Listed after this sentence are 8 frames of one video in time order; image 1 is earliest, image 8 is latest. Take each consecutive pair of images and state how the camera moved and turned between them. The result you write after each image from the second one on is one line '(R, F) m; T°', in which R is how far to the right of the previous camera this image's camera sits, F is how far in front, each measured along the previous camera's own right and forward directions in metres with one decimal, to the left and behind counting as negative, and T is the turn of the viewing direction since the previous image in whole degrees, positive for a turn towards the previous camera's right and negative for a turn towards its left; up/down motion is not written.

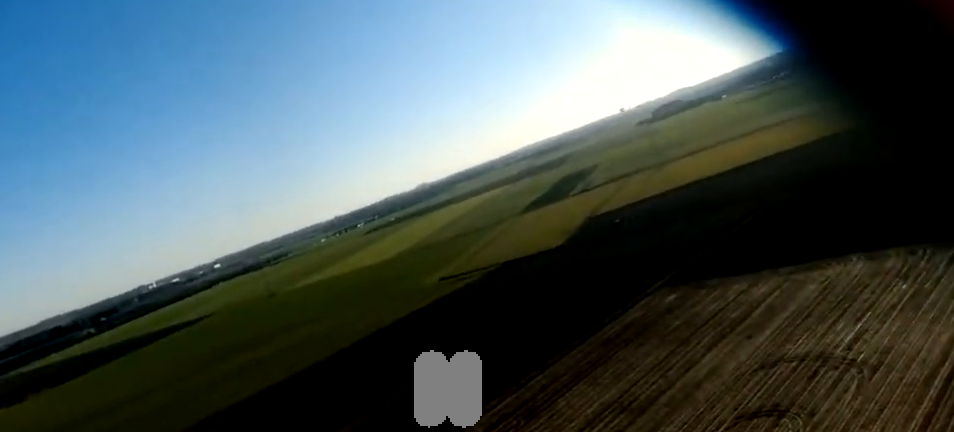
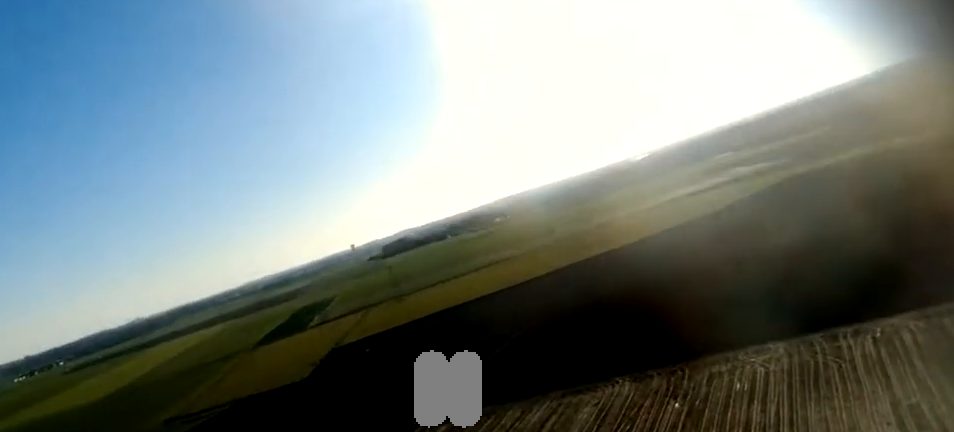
(+4.0, +28.7) m; +18°
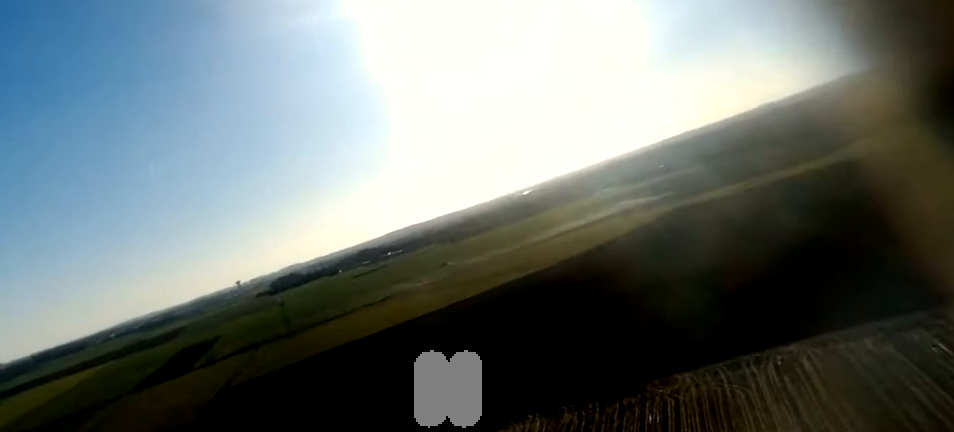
(+0.8, +8.3) m; +8°
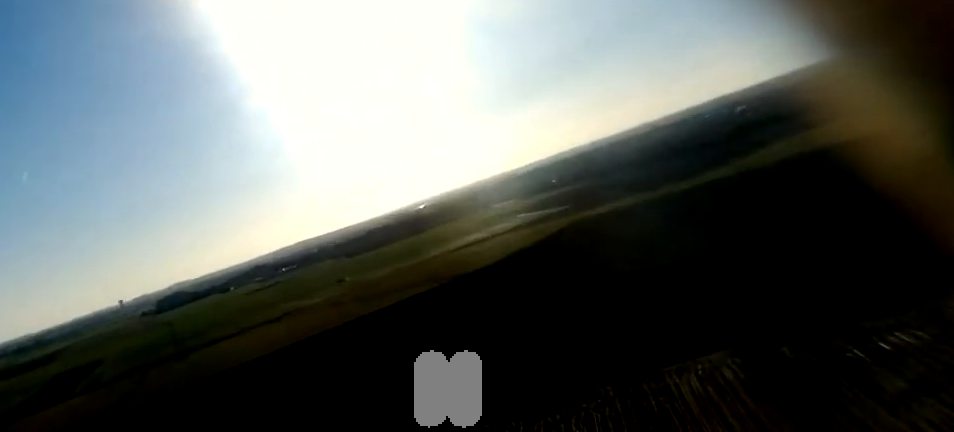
(+1.2, +12.1) m; +9°
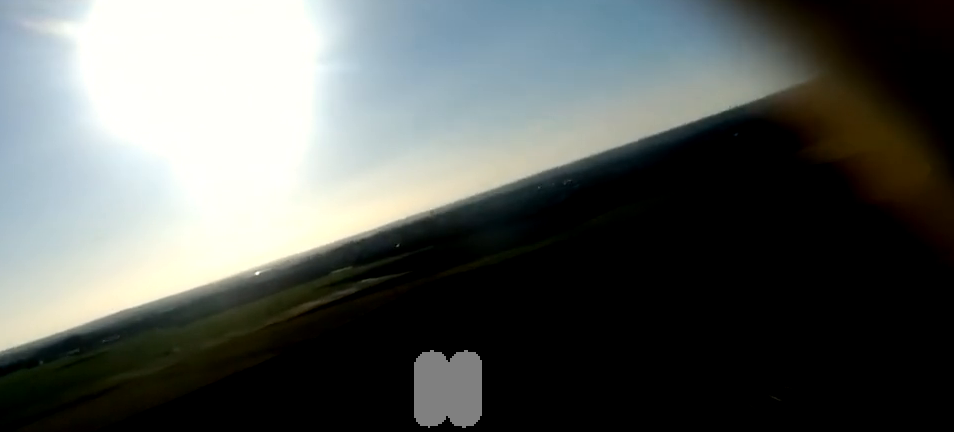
(+2.7, +22.7) m; +12°
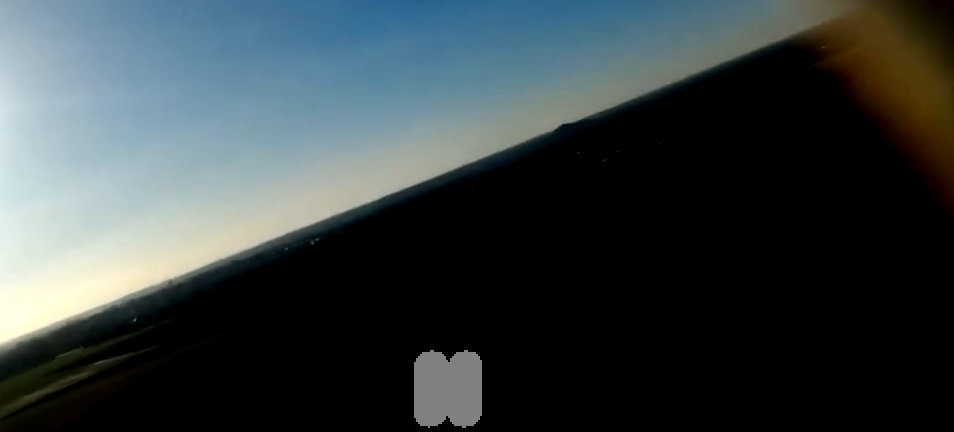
(+2.0, +20.7) m; +13°
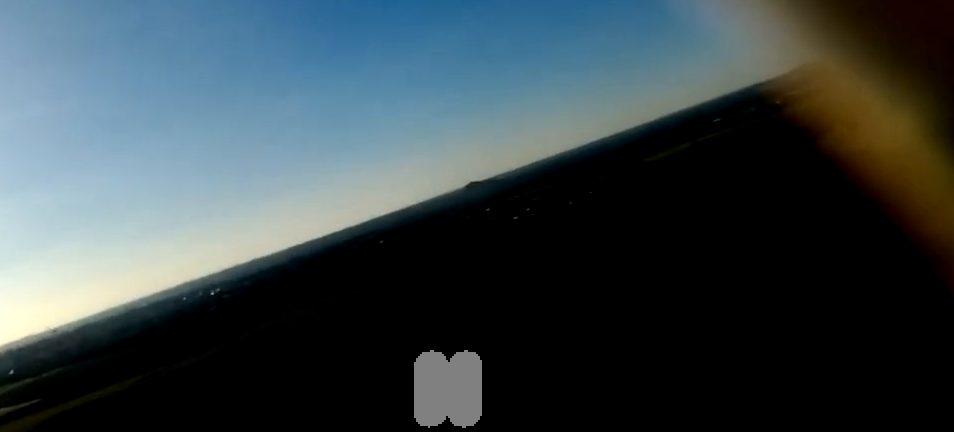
(+0.2, +11.9) m; +9°
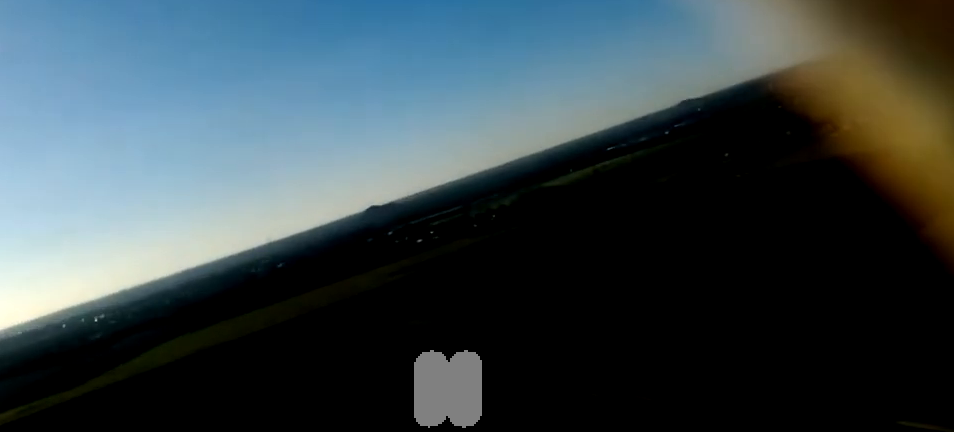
(+1.8, +12.6) m; +9°
